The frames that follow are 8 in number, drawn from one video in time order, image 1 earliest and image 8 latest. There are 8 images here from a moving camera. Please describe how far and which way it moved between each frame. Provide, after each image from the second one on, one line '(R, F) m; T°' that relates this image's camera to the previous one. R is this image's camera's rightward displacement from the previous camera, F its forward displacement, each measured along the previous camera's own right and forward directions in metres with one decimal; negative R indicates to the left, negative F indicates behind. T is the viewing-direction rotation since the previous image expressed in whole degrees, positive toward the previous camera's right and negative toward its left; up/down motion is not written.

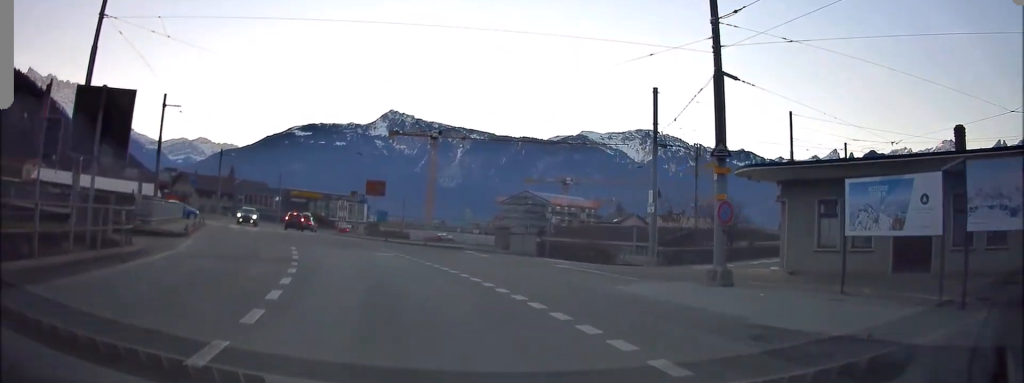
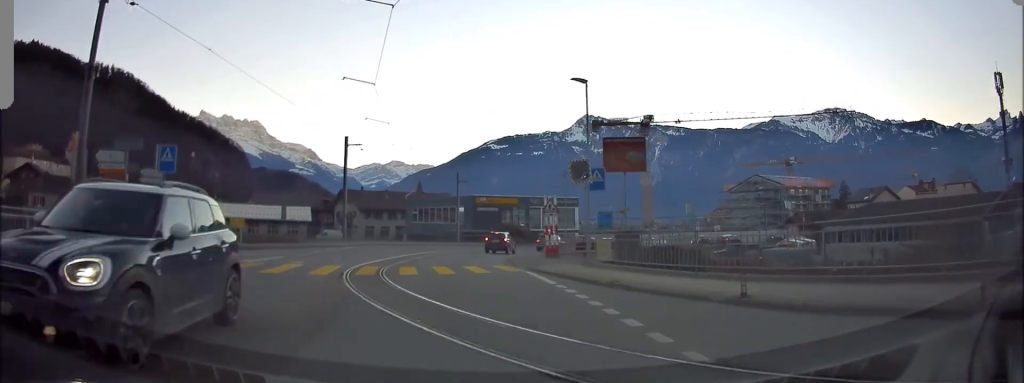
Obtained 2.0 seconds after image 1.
(-5.3, +22.7) m; -25°
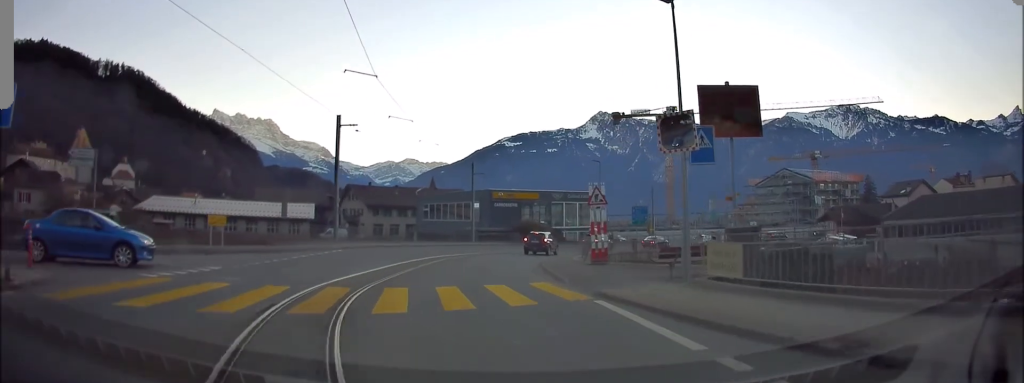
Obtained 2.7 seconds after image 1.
(-0.5, +6.6) m; -5°
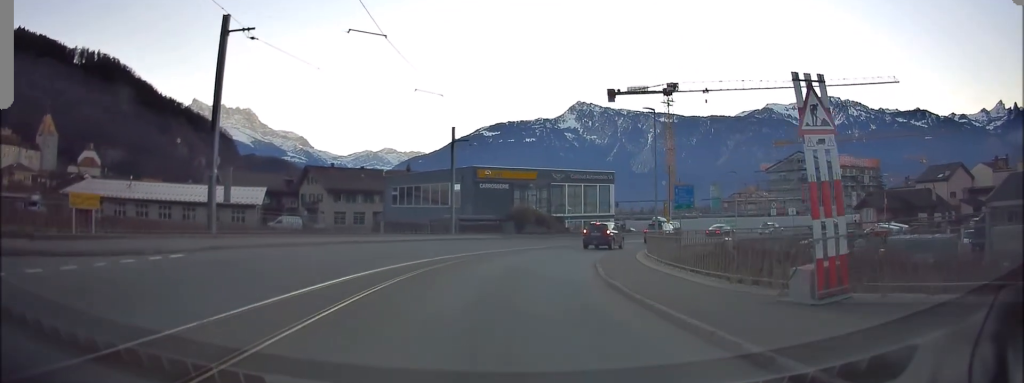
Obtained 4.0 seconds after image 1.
(-0.9, +13.6) m; -2°
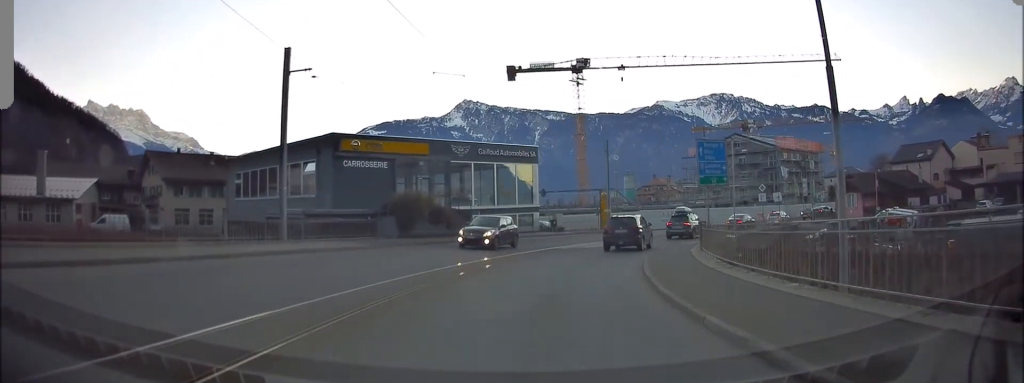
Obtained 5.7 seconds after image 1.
(+0.9, +17.5) m; +4°
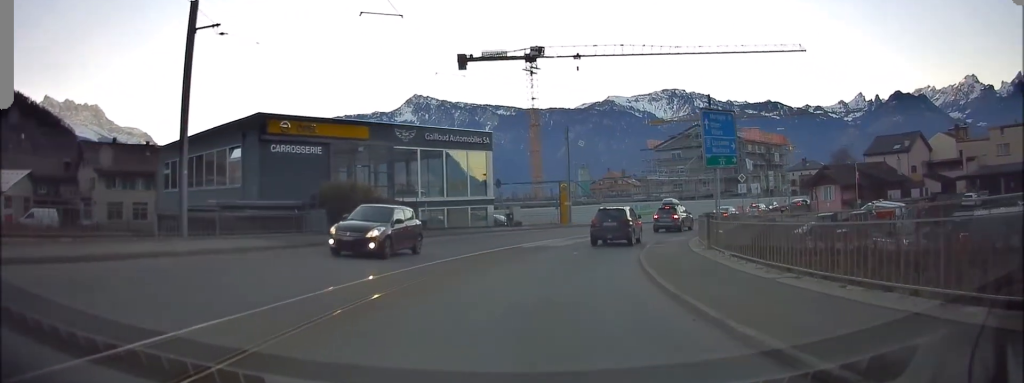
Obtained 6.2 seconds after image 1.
(-0.1, +4.4) m; +1°
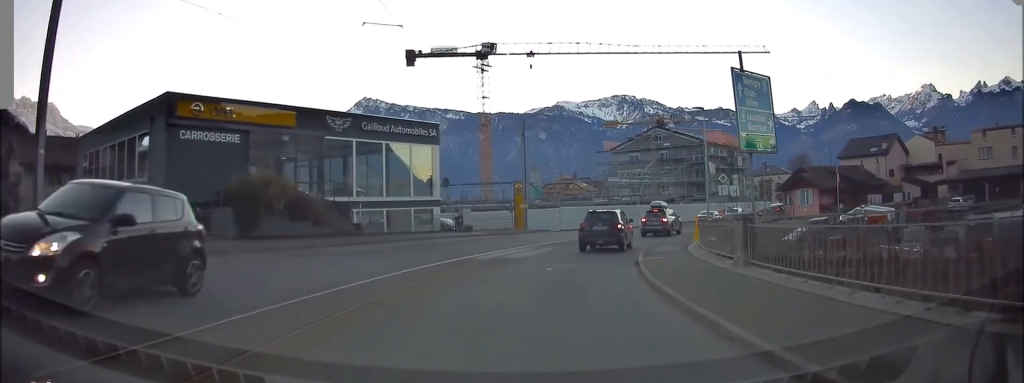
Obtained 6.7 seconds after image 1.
(+0.1, +5.1) m; +4°
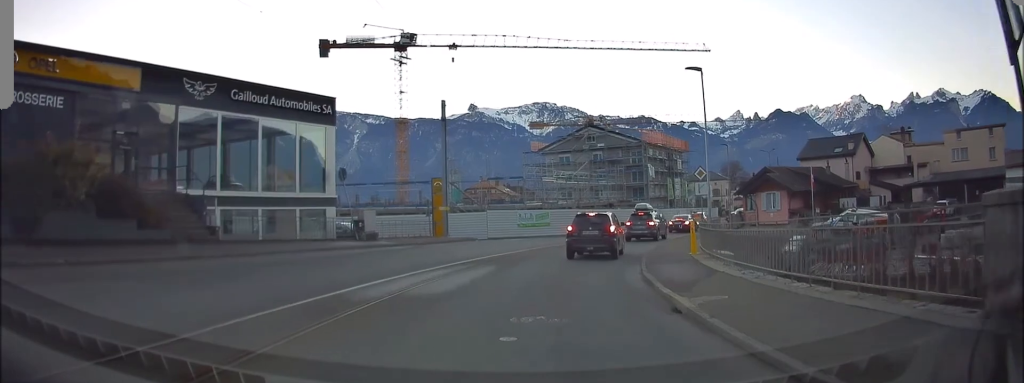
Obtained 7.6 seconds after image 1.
(+0.6, +9.5) m; +9°
